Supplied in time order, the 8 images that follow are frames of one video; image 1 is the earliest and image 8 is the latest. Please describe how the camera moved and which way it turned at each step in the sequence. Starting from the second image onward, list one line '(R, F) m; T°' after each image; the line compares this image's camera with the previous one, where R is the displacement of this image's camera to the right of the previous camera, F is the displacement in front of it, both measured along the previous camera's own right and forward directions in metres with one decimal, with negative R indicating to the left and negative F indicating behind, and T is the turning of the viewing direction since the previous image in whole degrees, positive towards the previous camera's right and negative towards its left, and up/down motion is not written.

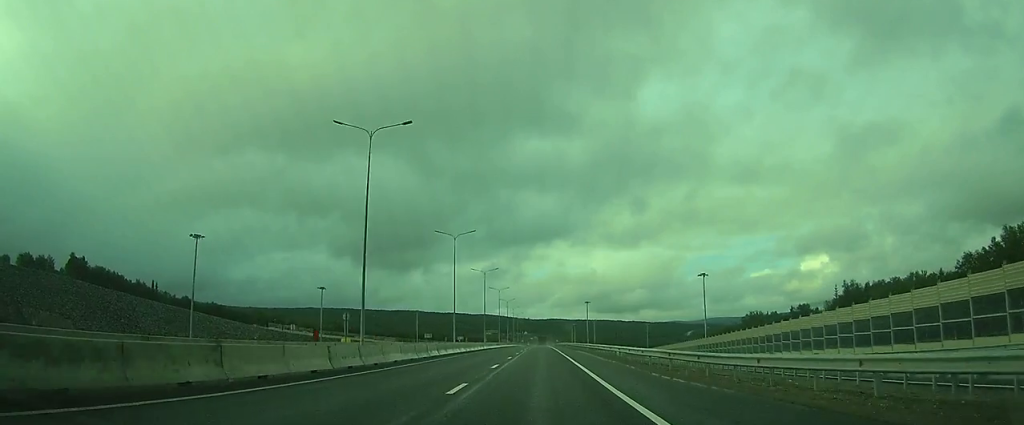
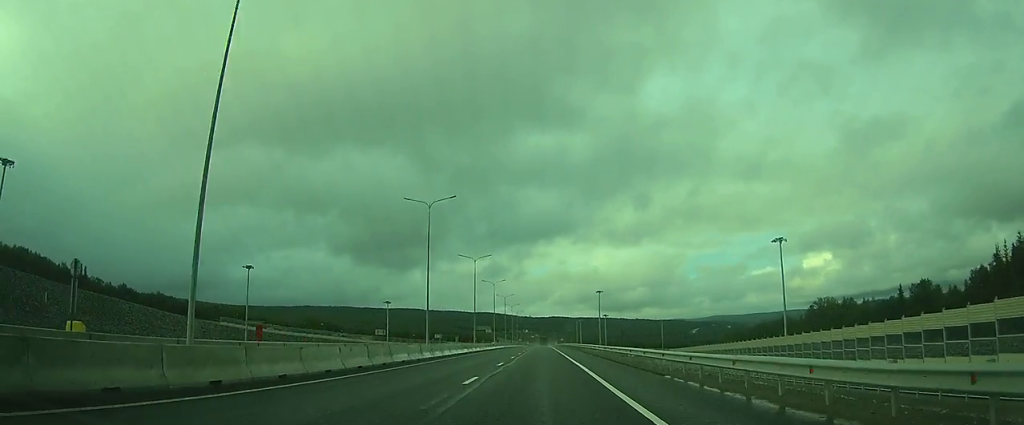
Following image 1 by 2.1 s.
(+0.1, +42.6) m; 0°
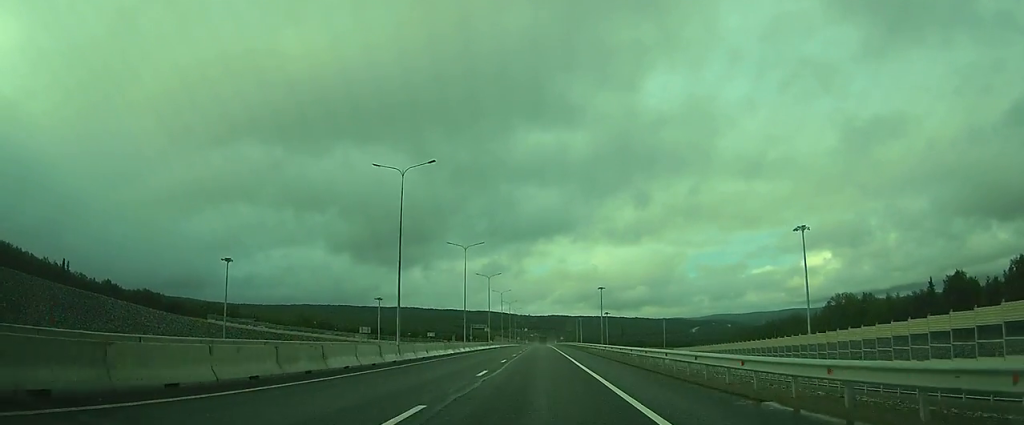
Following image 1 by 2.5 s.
(0.0, +8.3) m; 0°
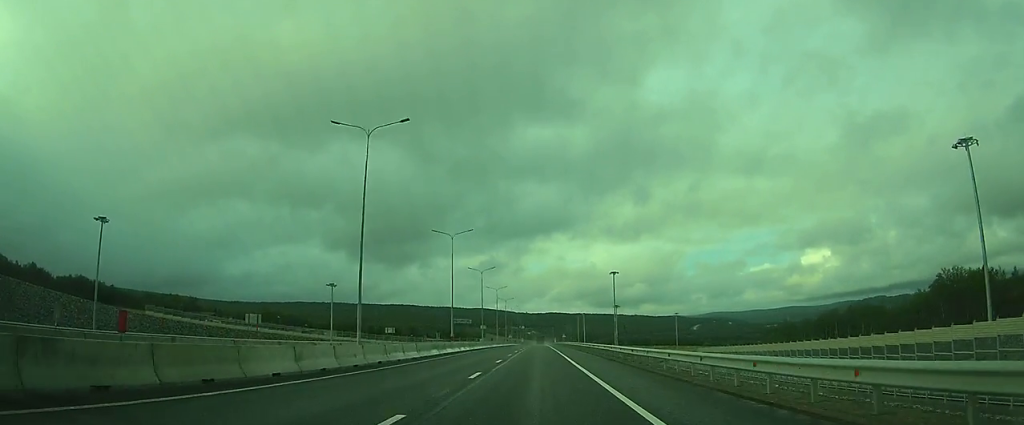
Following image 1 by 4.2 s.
(0.0, +35.7) m; 0°
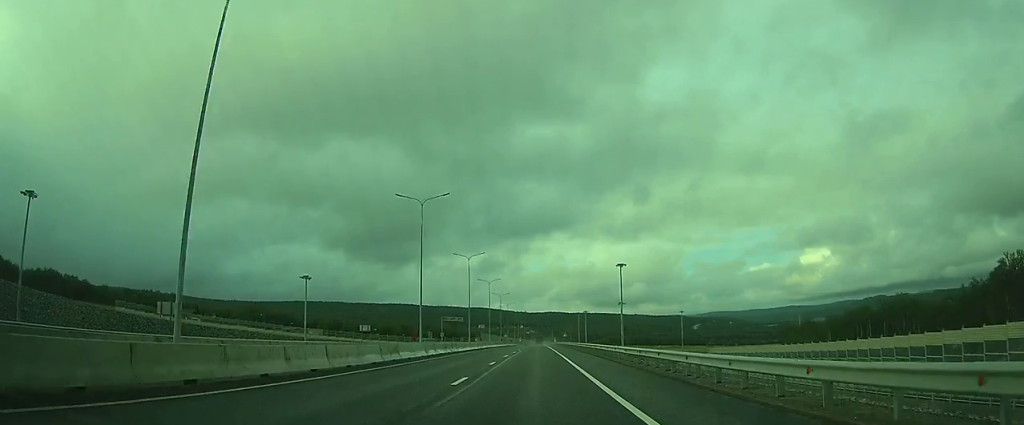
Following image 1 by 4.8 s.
(0.0, +14.0) m; 0°
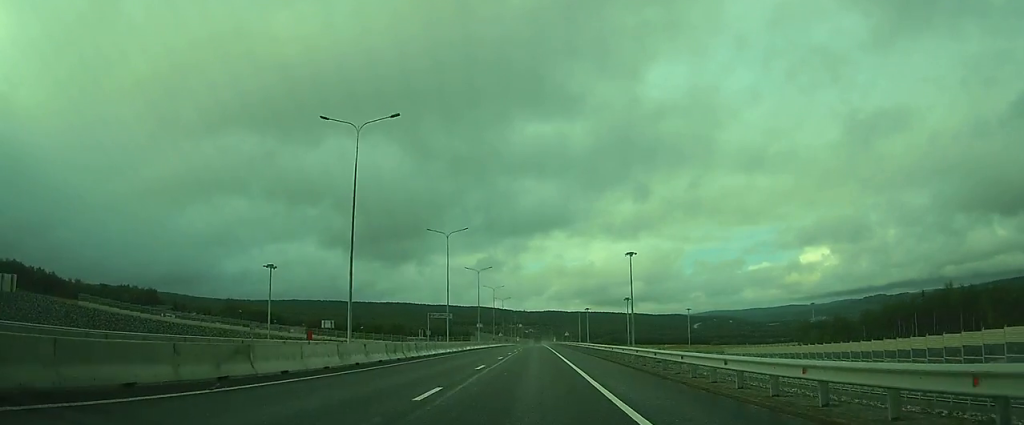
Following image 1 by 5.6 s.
(+0.1, +15.4) m; 0°
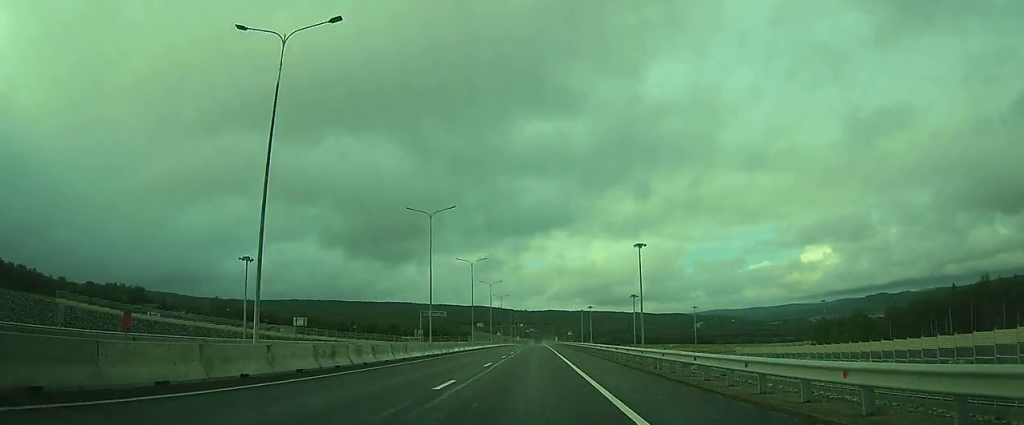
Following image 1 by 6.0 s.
(0.0, +9.0) m; 0°
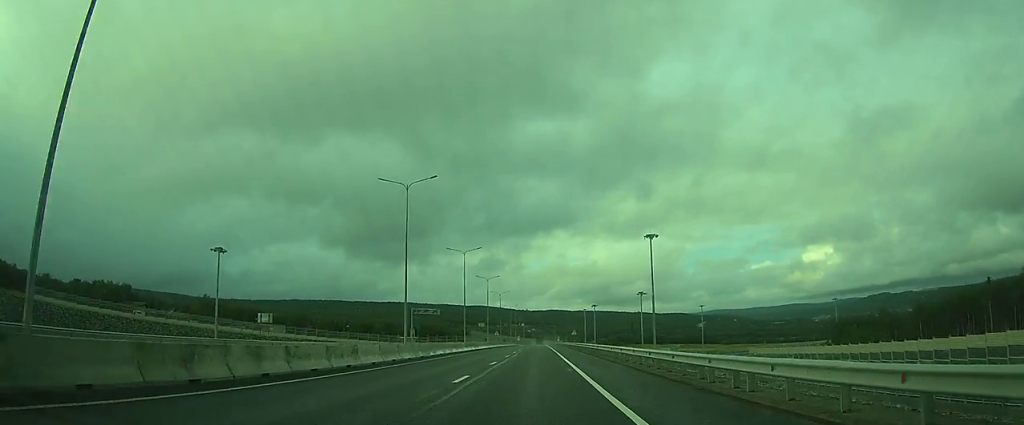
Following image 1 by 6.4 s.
(0.0, +9.0) m; 0°
